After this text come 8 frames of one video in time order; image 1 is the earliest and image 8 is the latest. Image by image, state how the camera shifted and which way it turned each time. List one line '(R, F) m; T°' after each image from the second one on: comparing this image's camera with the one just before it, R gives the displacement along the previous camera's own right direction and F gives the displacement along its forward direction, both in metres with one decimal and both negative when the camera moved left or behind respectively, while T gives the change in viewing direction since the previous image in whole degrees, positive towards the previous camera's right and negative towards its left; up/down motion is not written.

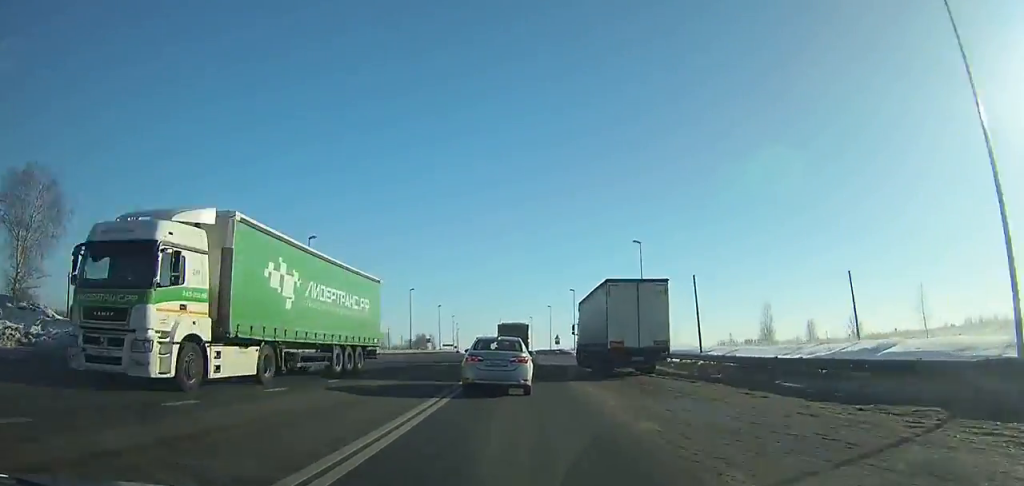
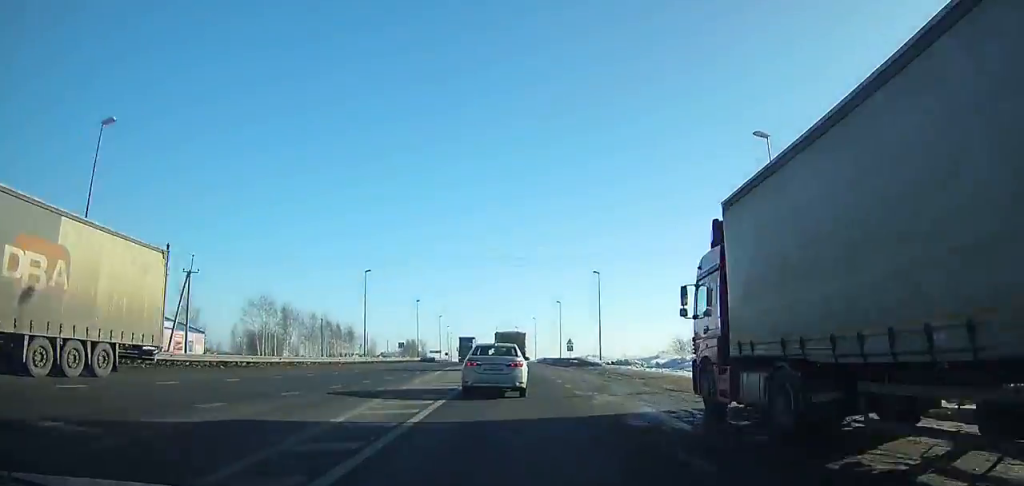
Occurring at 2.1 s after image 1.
(-0.1, +28.0) m; -1°
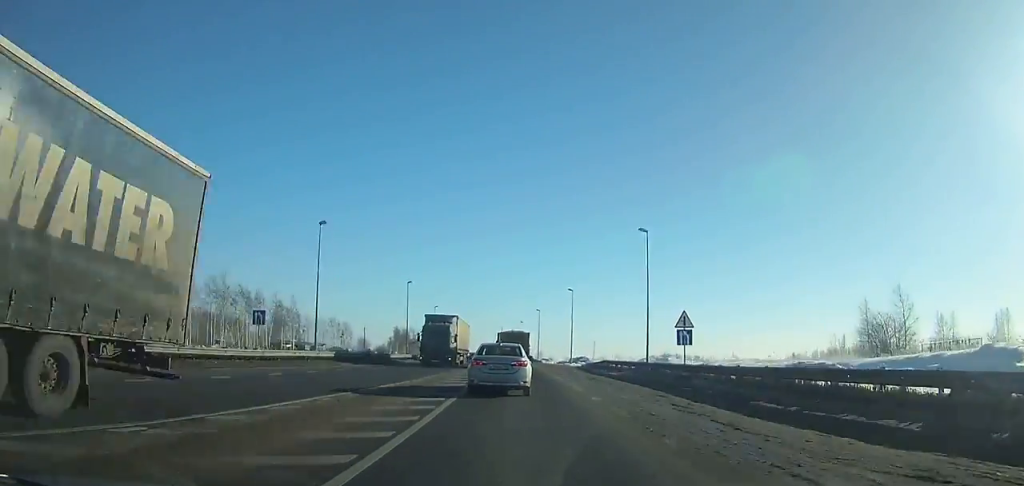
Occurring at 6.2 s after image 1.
(-0.9, +56.0) m; -2°
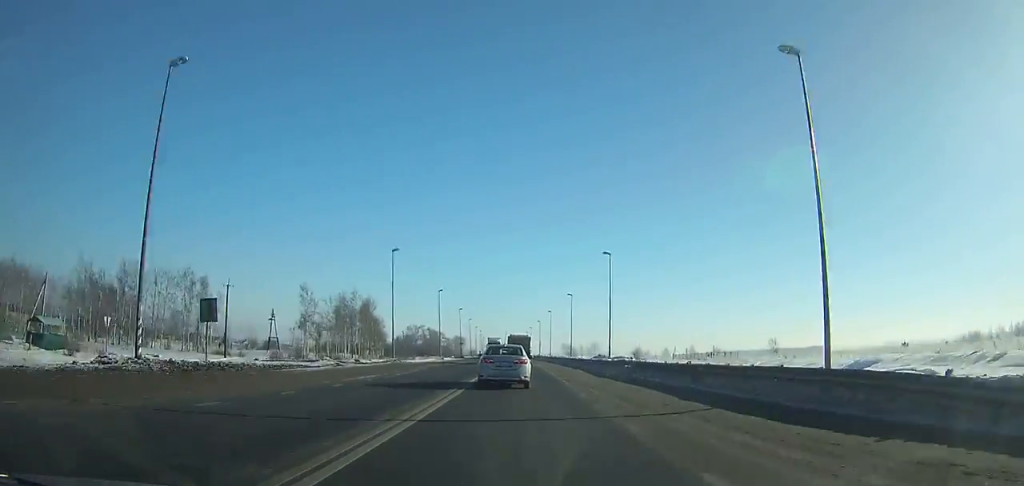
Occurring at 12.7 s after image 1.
(-2.7, +98.9) m; -2°
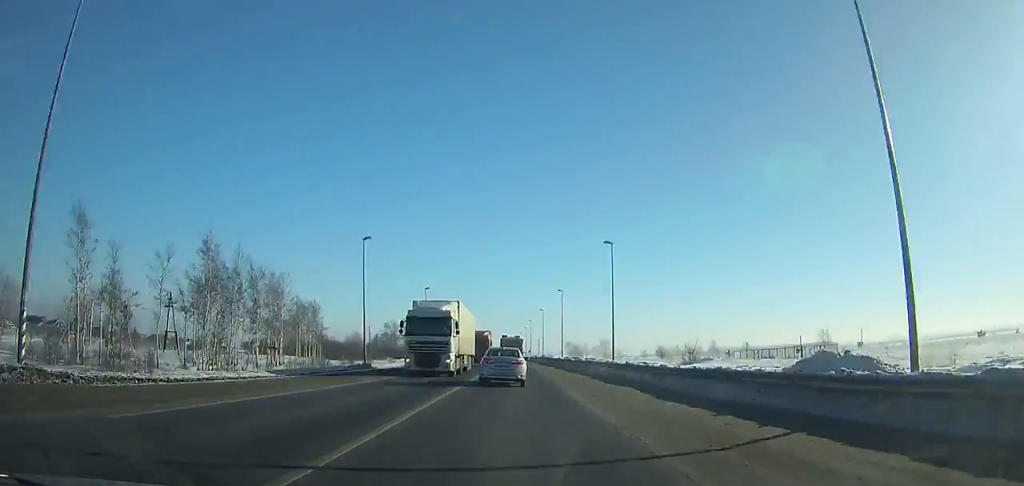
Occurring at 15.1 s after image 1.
(+0.2, +40.1) m; 0°
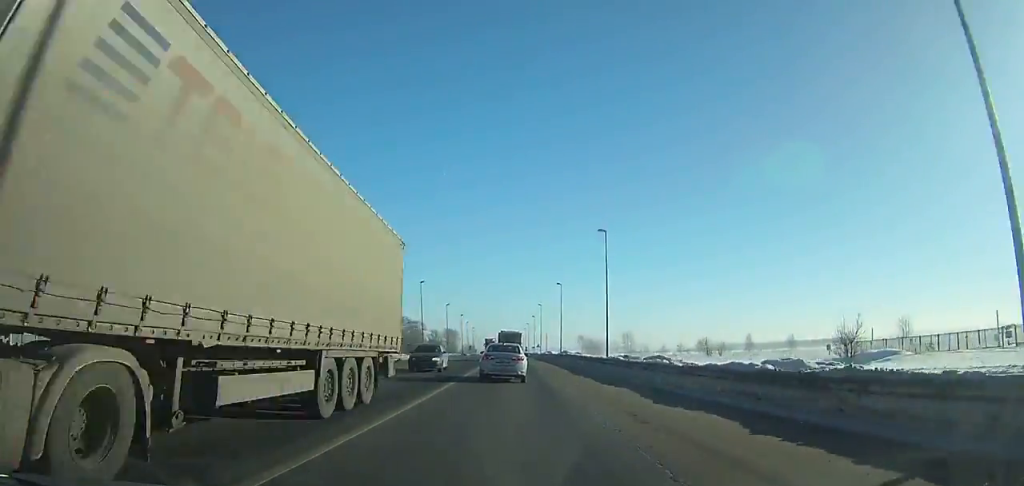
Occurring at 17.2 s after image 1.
(-0.4, +36.6) m; -1°
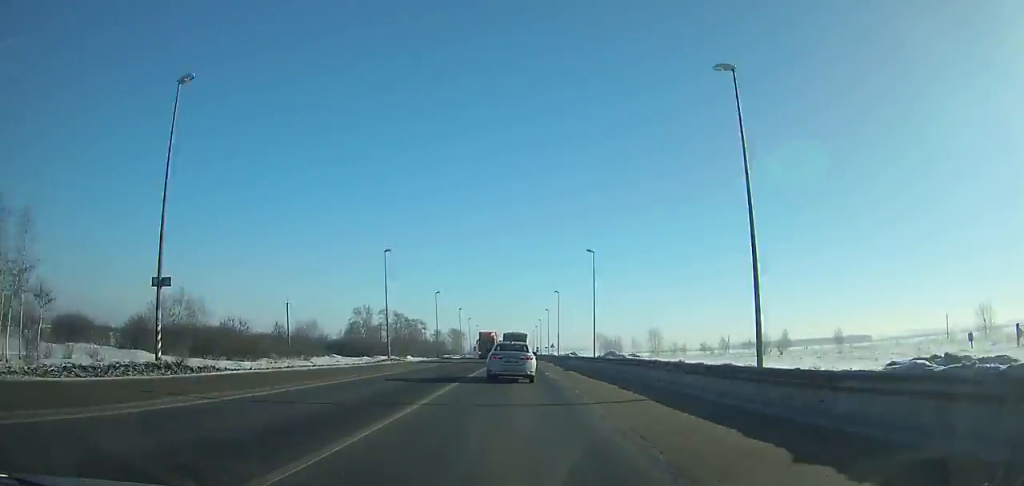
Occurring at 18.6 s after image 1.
(-0.1, +24.8) m; 0°
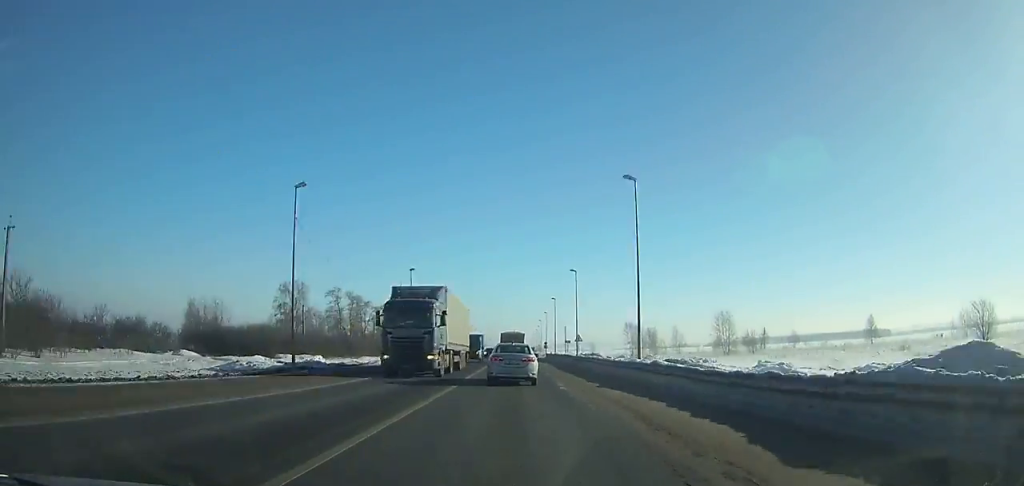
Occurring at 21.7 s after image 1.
(-0.2, +56.1) m; -1°
